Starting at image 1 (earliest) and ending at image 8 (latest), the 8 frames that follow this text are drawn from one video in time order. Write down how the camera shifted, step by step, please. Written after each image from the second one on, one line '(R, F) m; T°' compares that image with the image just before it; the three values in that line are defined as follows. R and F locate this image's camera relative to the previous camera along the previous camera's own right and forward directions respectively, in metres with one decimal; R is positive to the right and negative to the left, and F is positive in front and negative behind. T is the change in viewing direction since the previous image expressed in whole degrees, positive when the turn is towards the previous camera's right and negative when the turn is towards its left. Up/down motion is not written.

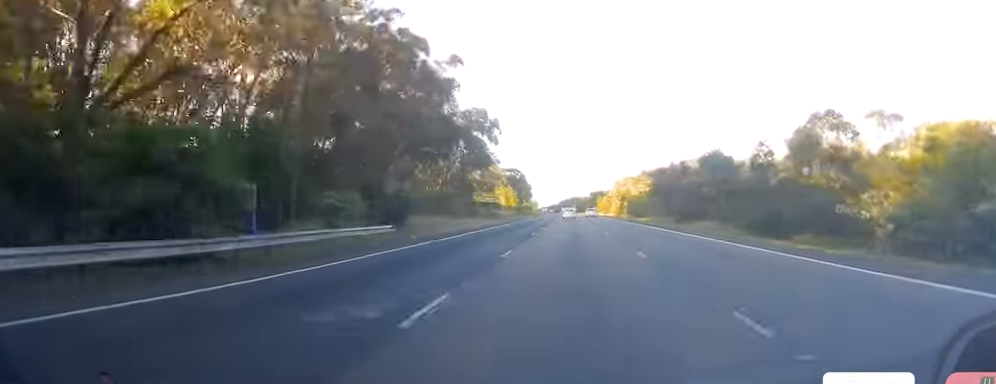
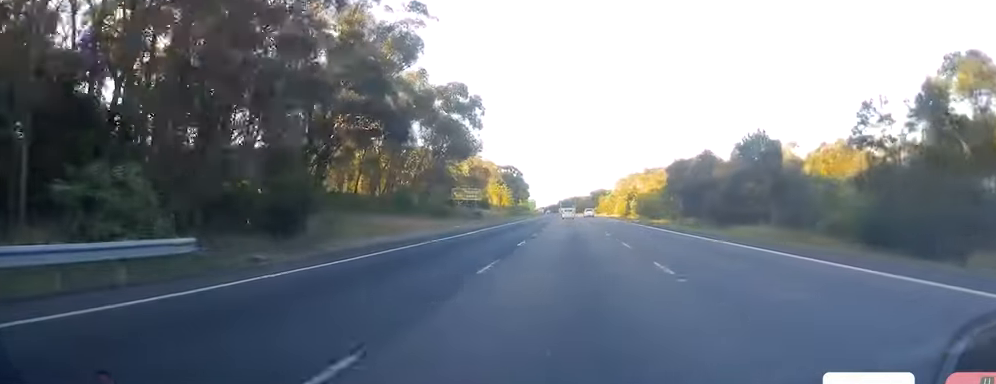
(+0.2, +17.2) m; 0°
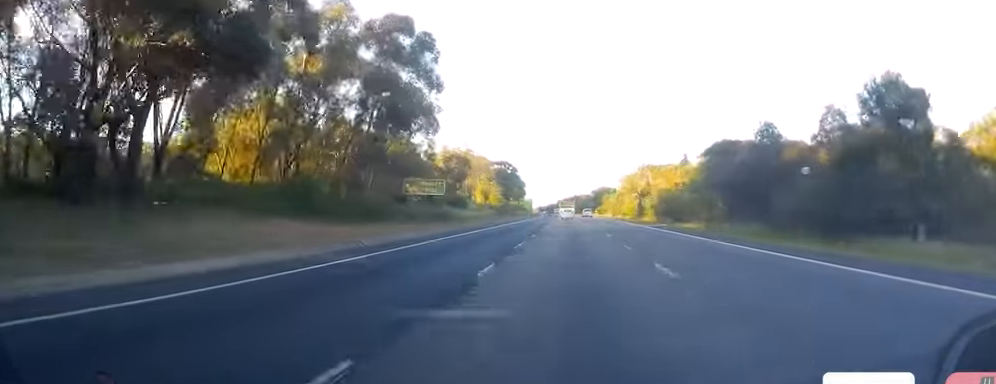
(+0.1, +24.3) m; -1°
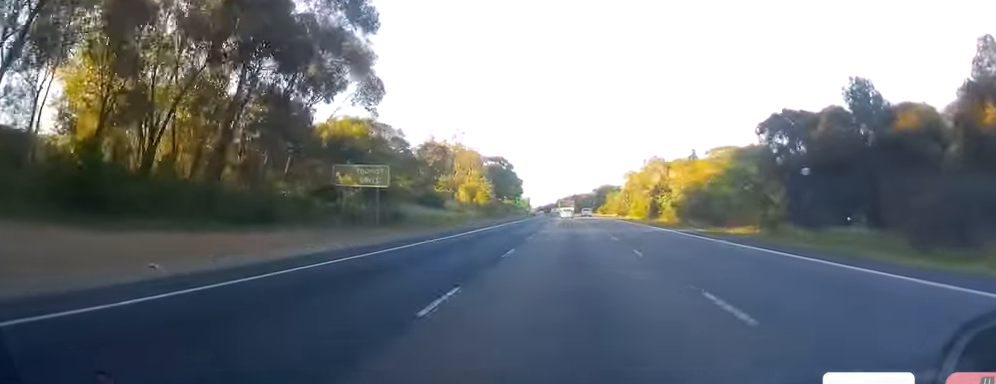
(-0.6, +18.0) m; 0°
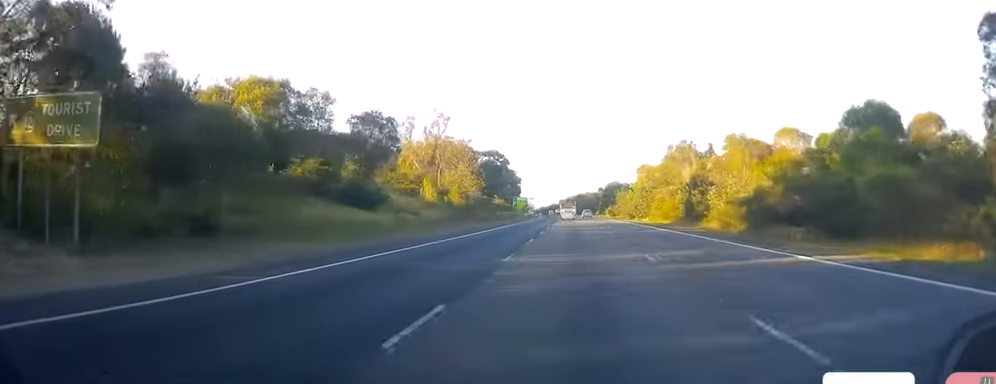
(+0.6, +26.2) m; +1°
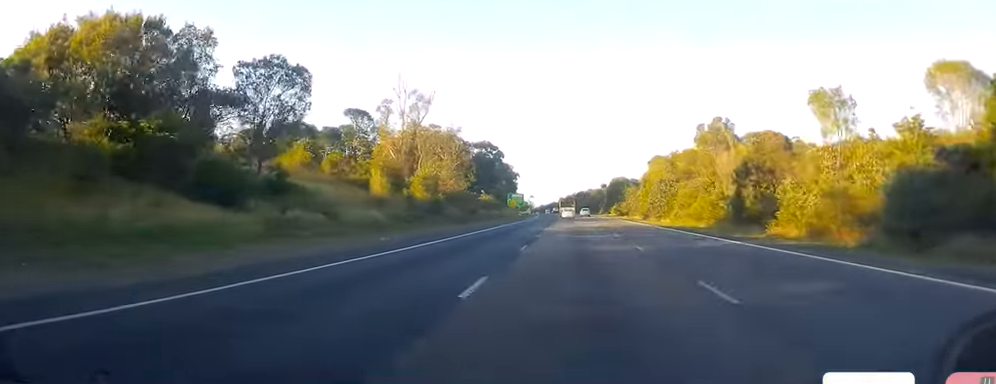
(0.0, +20.0) m; +1°
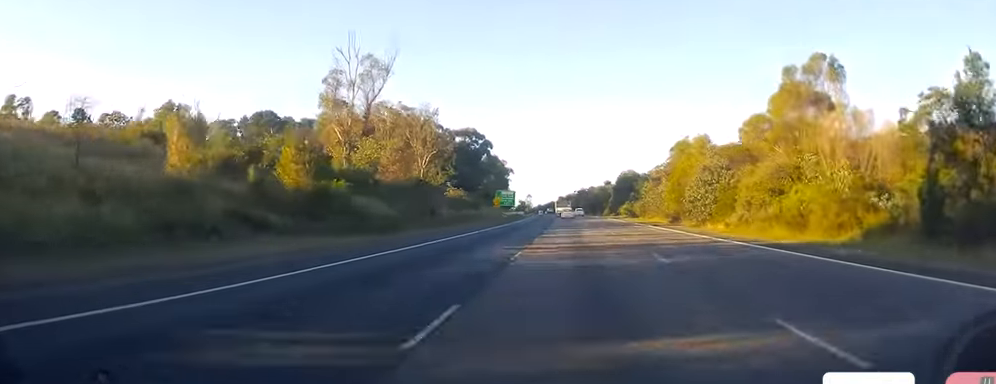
(+0.2, +28.2) m; -1°
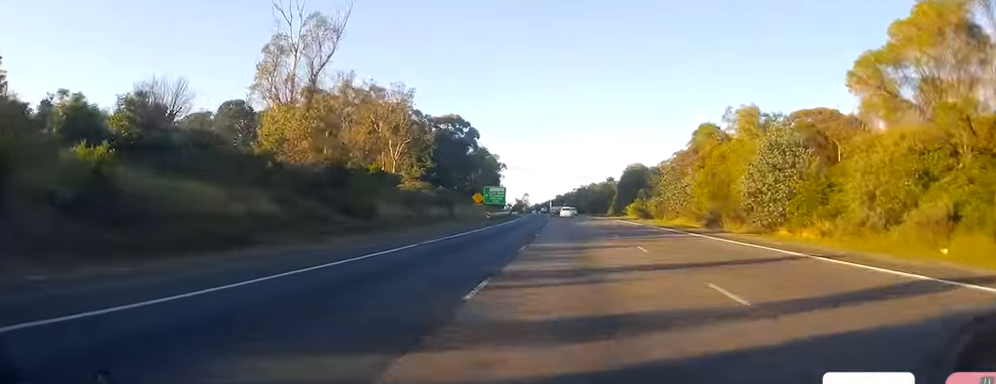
(-0.3, +20.1) m; -1°
